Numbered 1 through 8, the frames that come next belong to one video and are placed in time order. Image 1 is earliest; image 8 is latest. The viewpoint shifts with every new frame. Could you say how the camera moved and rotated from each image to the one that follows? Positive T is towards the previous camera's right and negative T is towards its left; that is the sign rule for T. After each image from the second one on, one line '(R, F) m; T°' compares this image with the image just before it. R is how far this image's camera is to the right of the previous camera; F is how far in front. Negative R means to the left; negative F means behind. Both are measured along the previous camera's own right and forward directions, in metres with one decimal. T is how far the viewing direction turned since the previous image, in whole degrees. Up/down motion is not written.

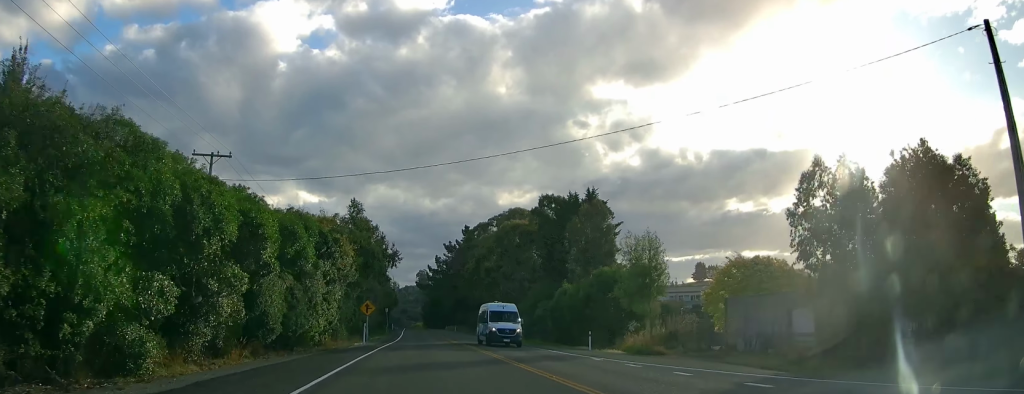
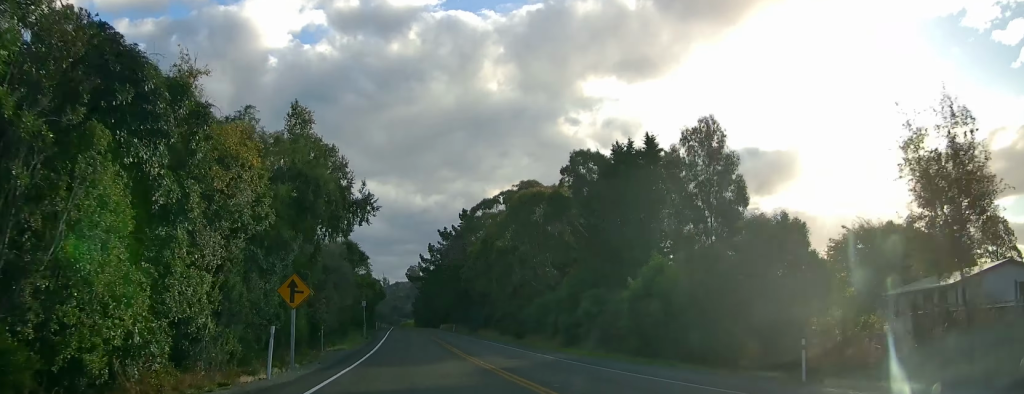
(0.0, +22.5) m; -1°
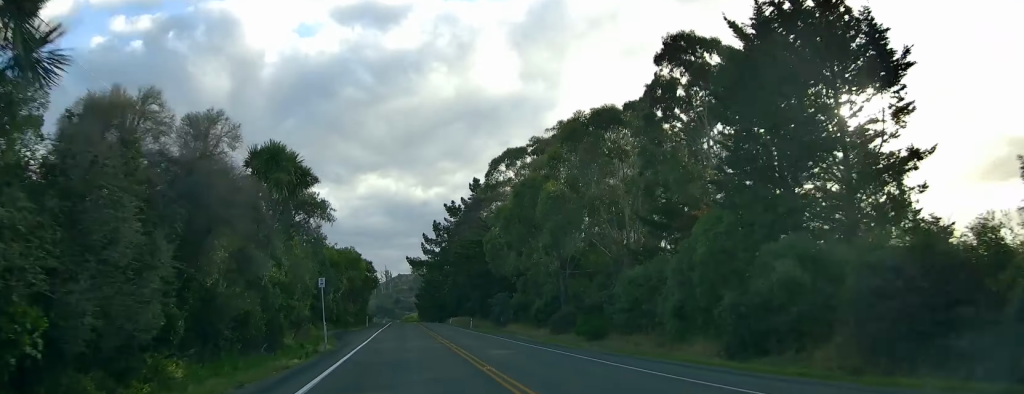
(-0.5, +26.1) m; -1°
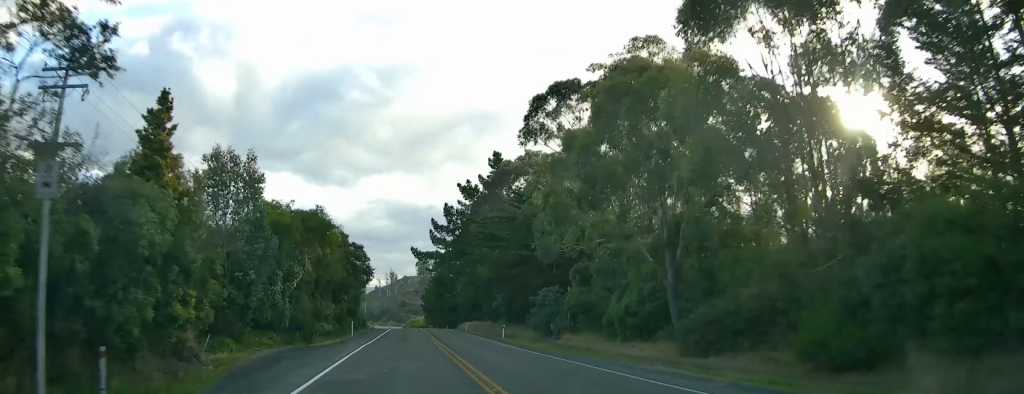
(-0.1, +23.2) m; 0°
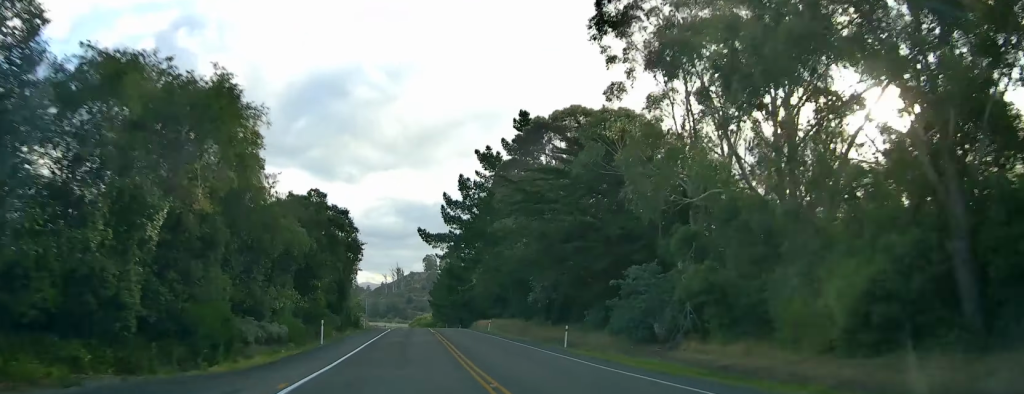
(+0.2, +19.7) m; +1°
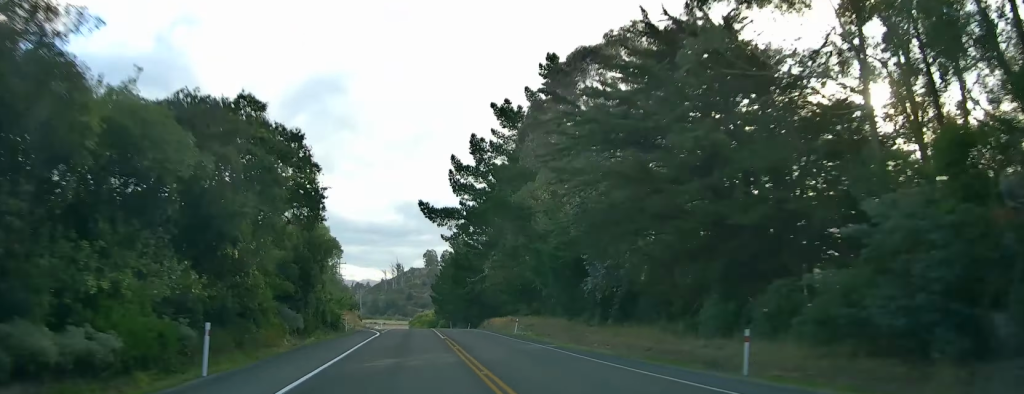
(+0.2, +18.2) m; 0°
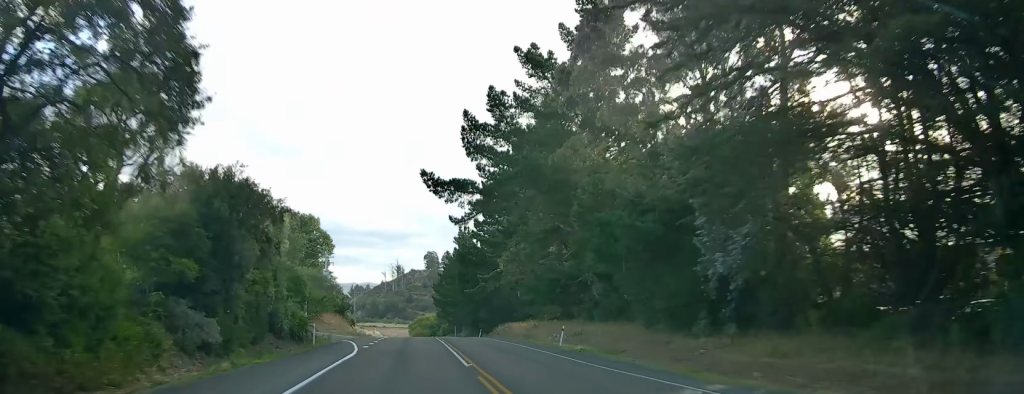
(-0.2, +15.8) m; -1°
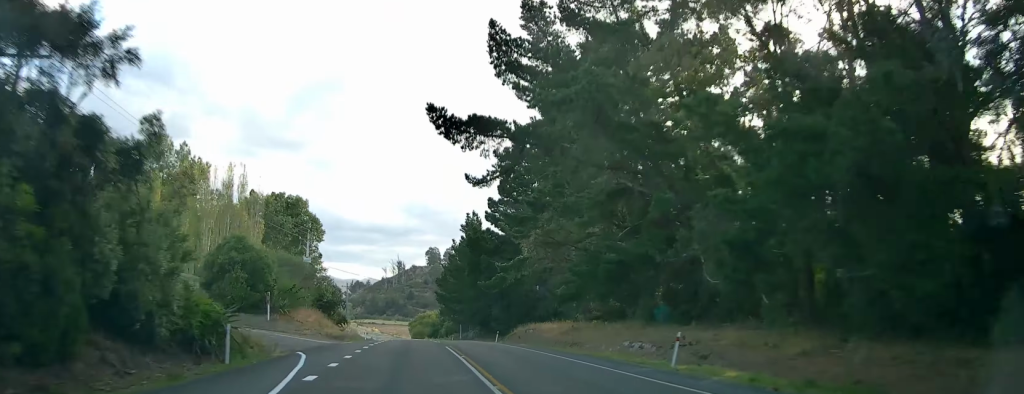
(-0.2, +15.6) m; -1°
